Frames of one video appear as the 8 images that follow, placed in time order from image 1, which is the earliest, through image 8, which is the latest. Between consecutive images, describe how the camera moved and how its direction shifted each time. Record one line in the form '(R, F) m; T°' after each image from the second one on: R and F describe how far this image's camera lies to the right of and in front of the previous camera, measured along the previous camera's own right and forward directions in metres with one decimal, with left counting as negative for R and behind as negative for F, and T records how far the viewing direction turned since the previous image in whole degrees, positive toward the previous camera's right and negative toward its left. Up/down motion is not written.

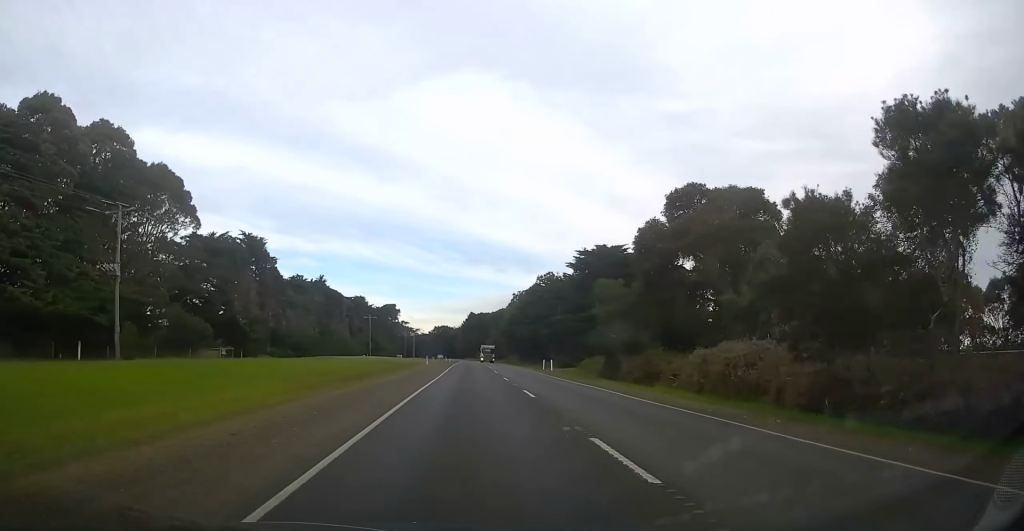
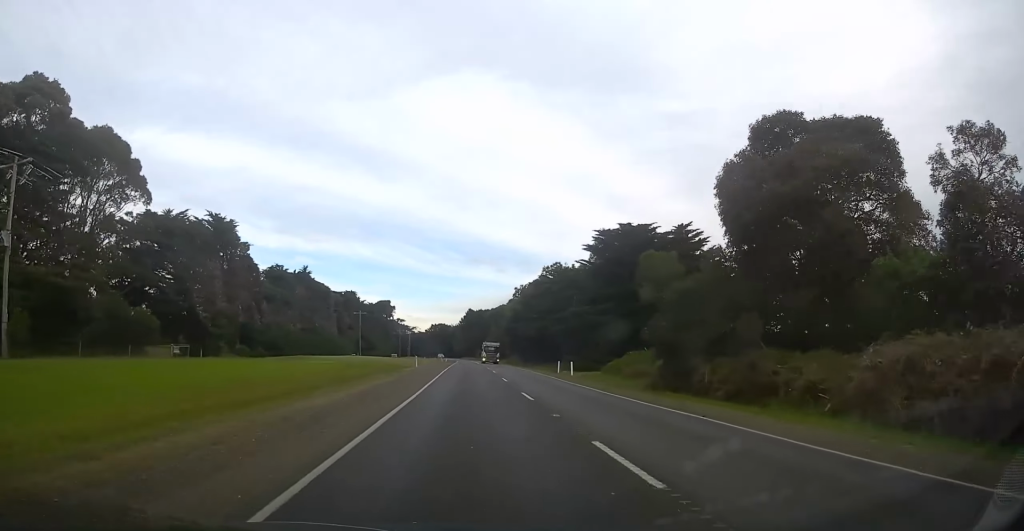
(0.0, +11.3) m; 0°
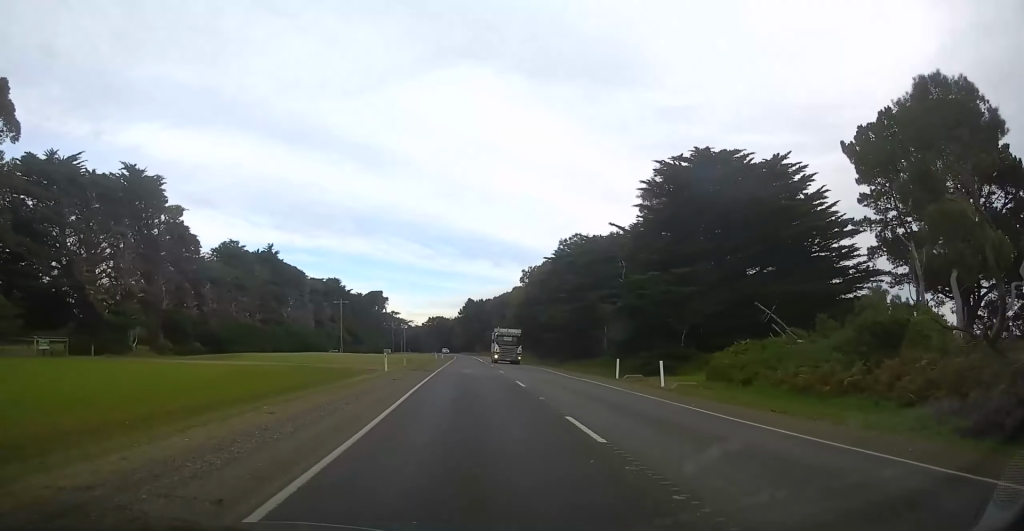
(0.0, +20.9) m; 0°
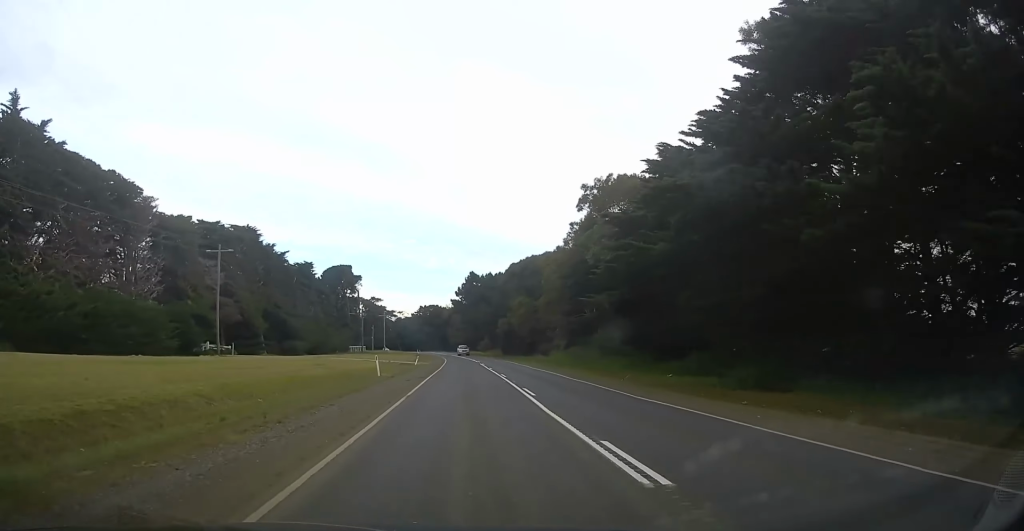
(0.0, +62.0) m; 0°
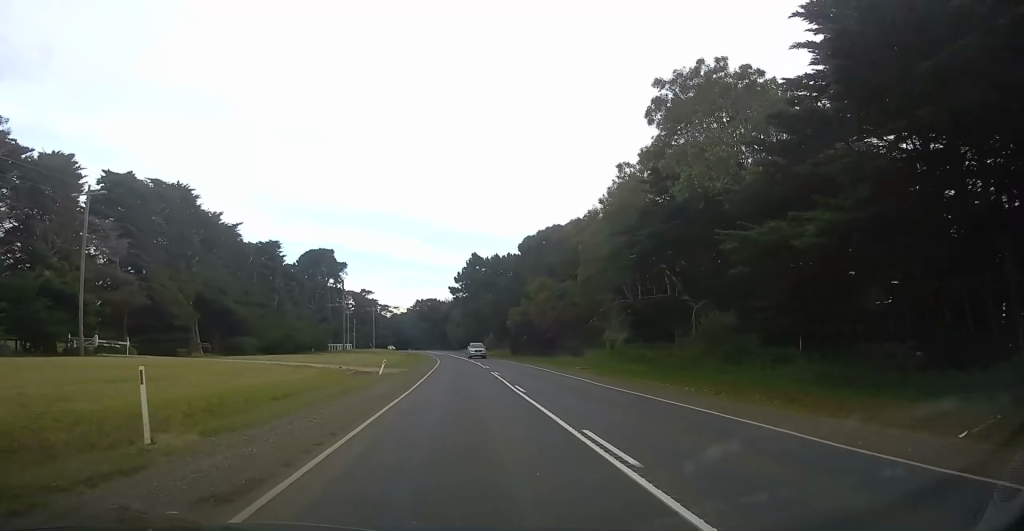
(0.0, +24.2) m; 0°
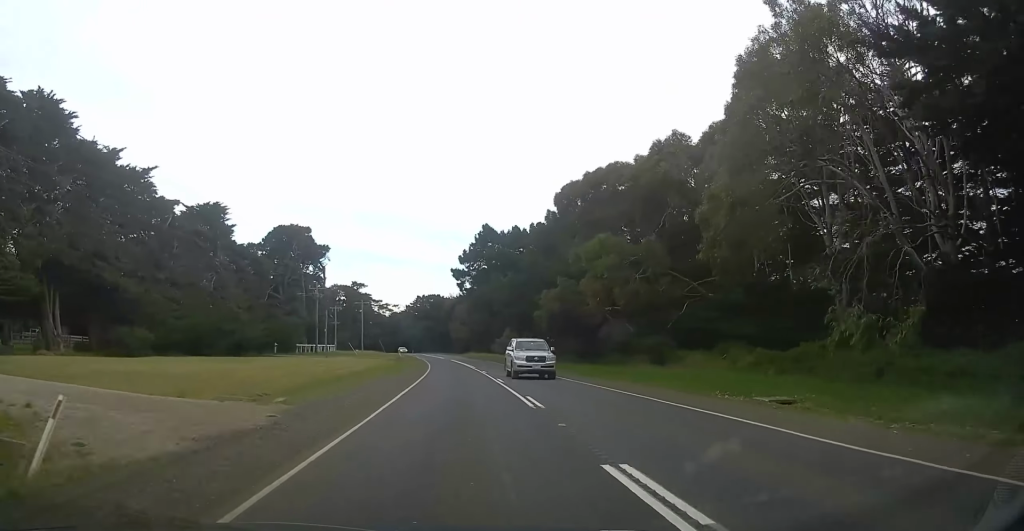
(+0.1, +26.7) m; 0°
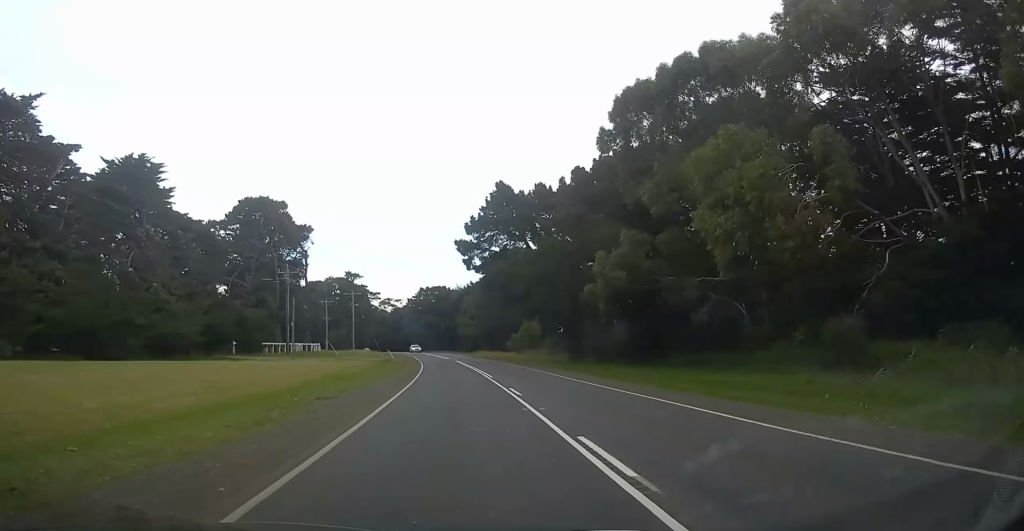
(0.0, +20.1) m; -1°
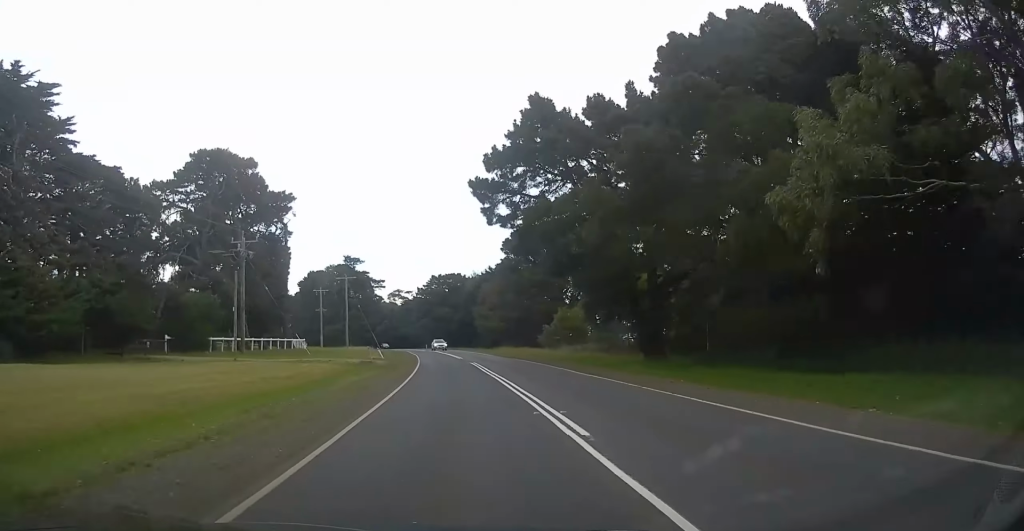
(-0.1, +20.7) m; -1°
